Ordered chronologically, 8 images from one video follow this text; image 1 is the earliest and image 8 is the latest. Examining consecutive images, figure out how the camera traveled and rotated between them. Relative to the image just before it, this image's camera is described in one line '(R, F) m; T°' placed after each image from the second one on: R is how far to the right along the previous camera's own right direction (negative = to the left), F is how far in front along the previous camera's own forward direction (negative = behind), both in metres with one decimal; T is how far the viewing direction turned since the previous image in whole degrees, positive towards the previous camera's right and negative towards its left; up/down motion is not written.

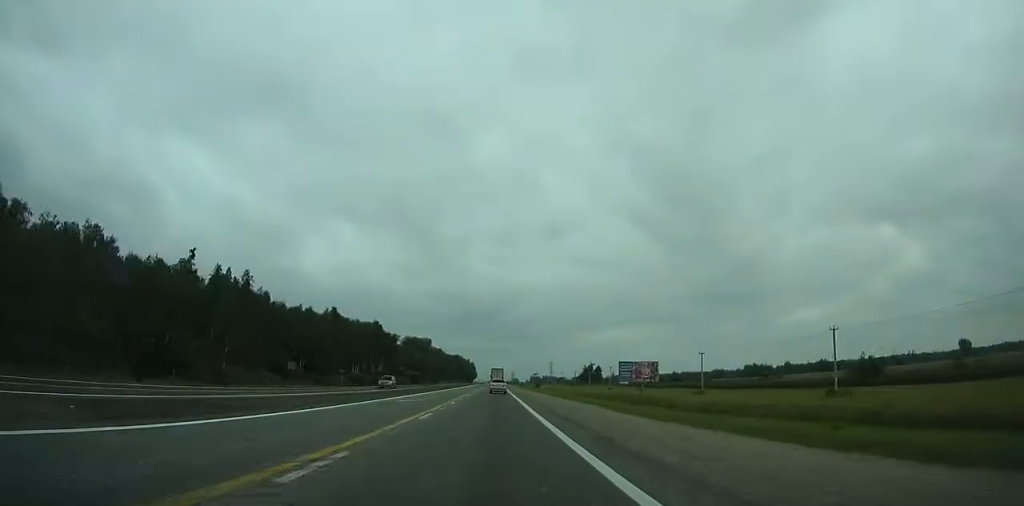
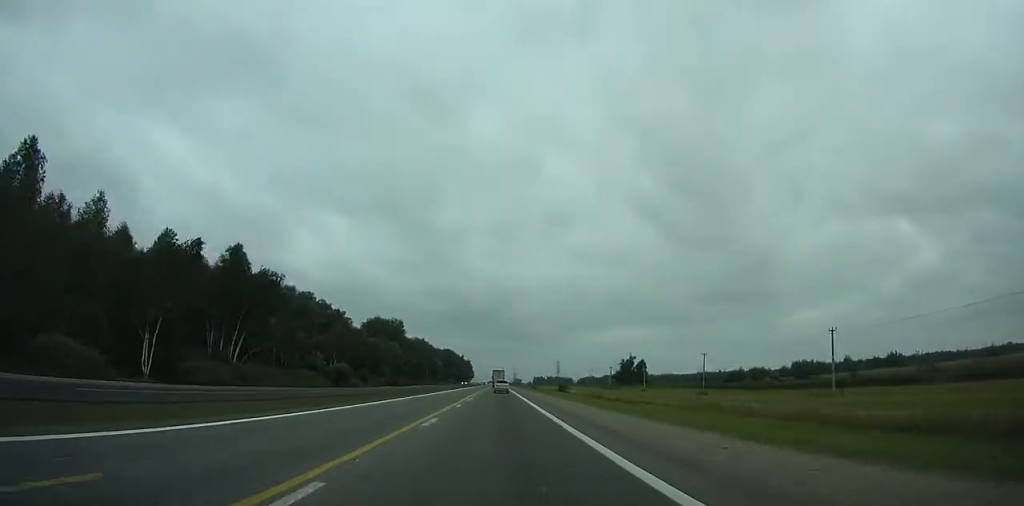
(-0.4, +99.7) m; 0°
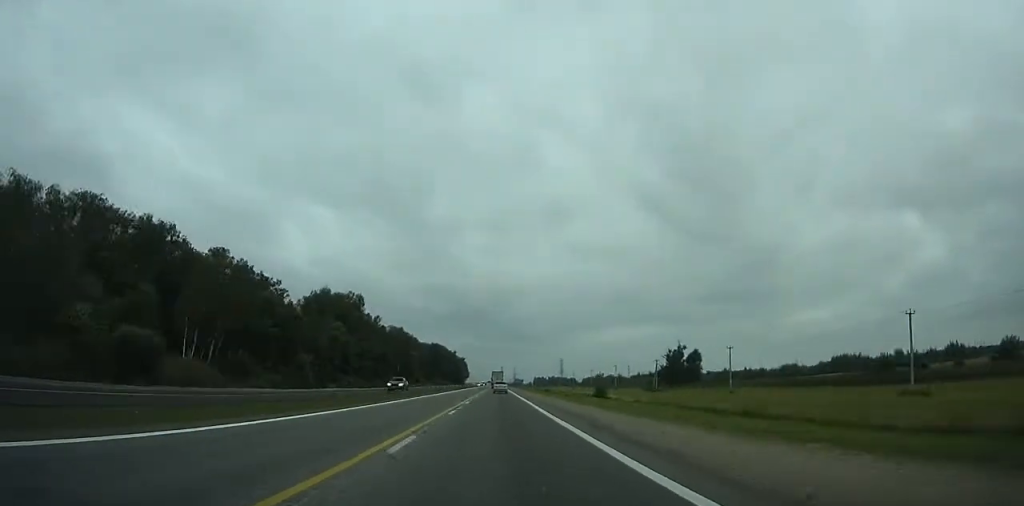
(+0.1, +65.2) m; 0°
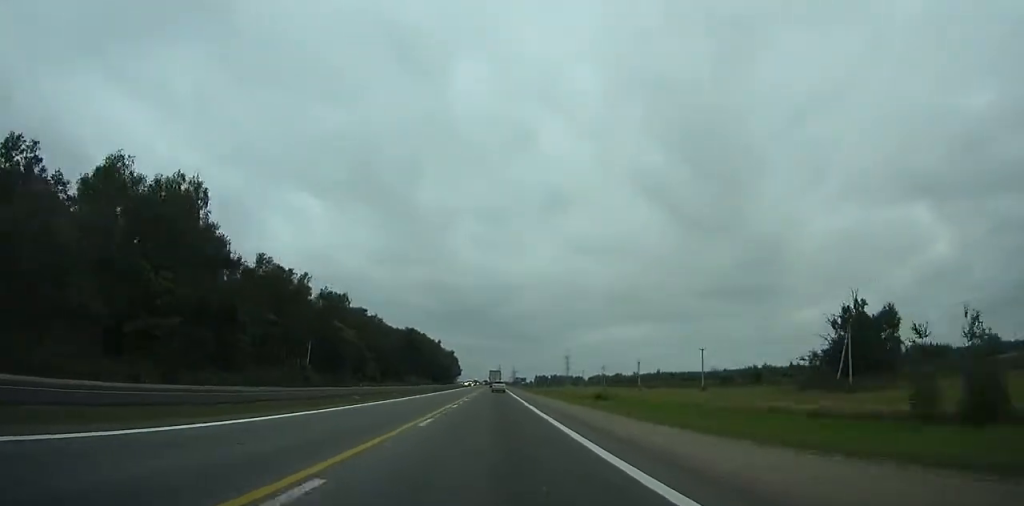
(0.0, +88.6) m; 0°
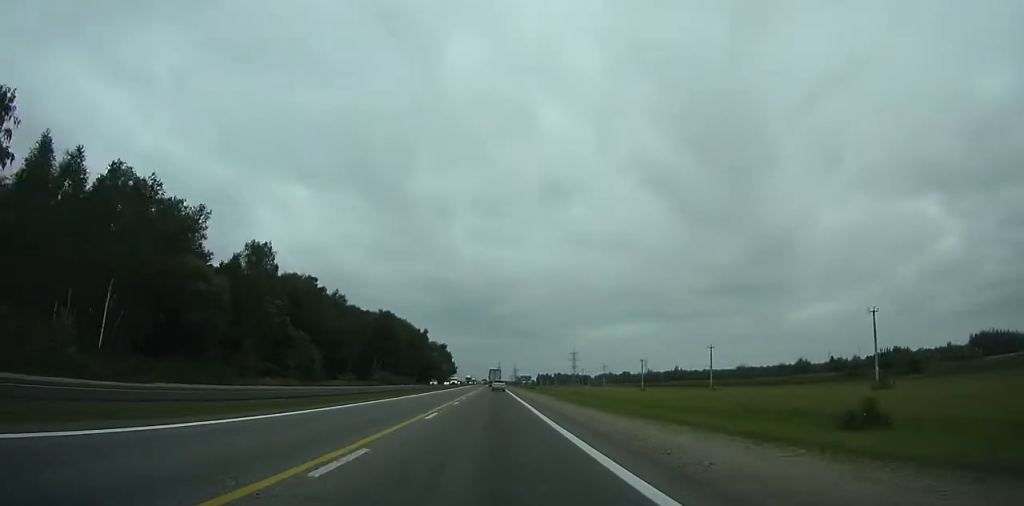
(+0.1, +55.9) m; 0°
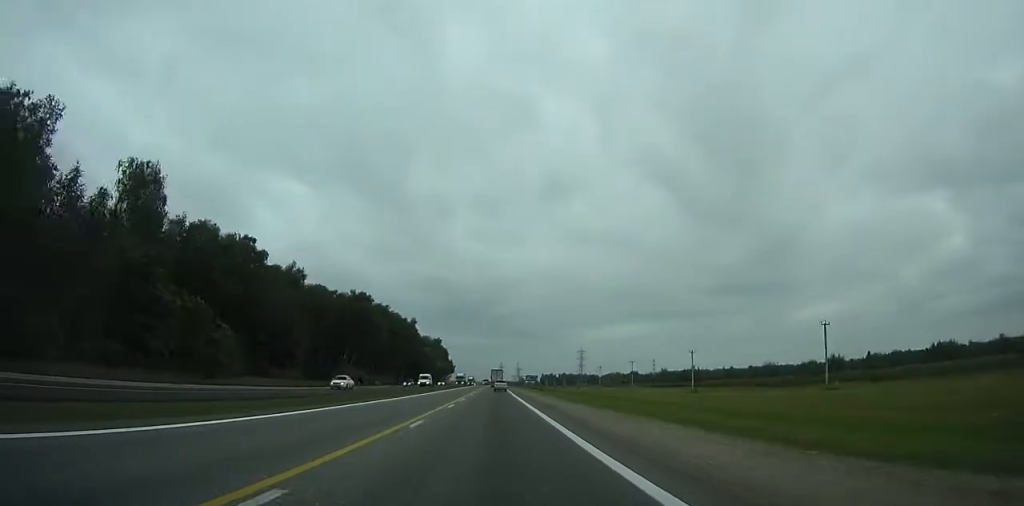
(+0.1, +38.6) m; 0°
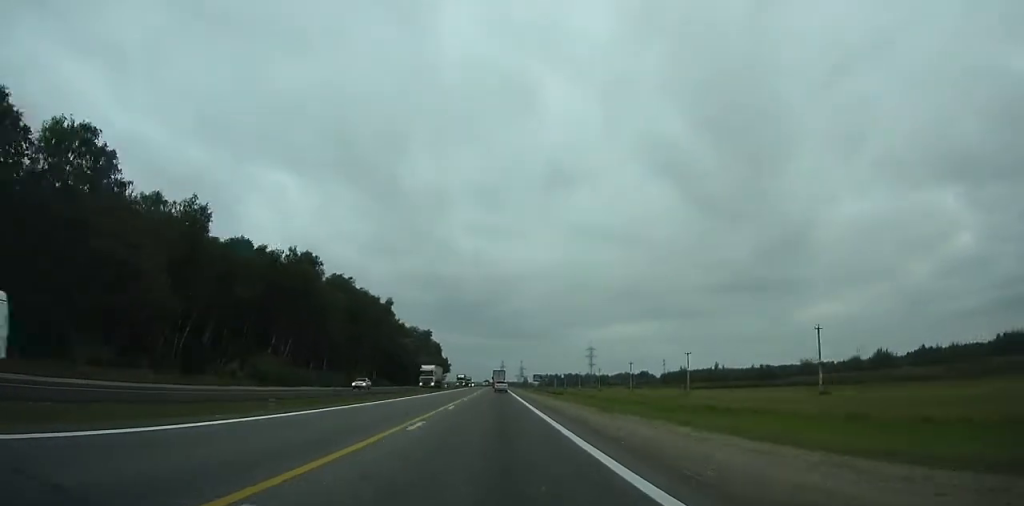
(-0.1, +48.4) m; 0°
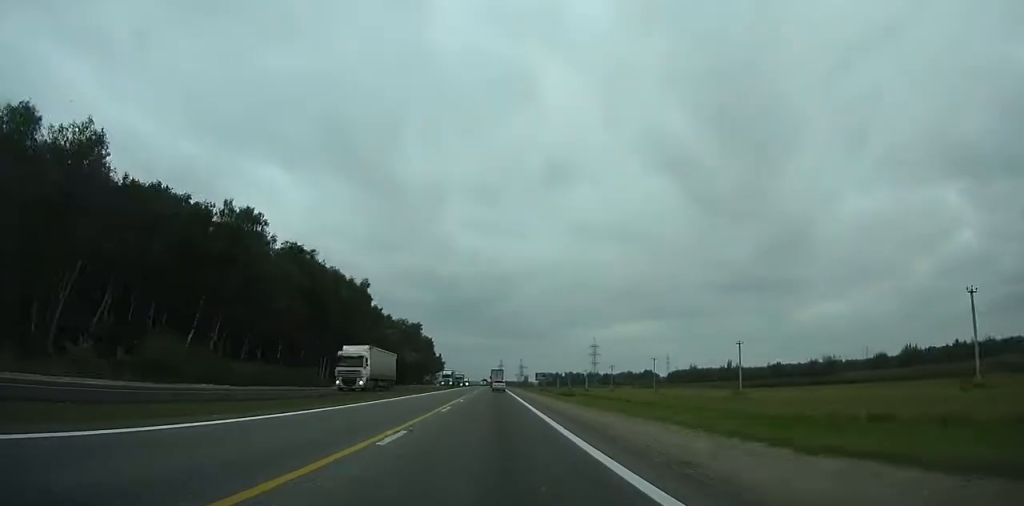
(0.0, +28.1) m; 0°
